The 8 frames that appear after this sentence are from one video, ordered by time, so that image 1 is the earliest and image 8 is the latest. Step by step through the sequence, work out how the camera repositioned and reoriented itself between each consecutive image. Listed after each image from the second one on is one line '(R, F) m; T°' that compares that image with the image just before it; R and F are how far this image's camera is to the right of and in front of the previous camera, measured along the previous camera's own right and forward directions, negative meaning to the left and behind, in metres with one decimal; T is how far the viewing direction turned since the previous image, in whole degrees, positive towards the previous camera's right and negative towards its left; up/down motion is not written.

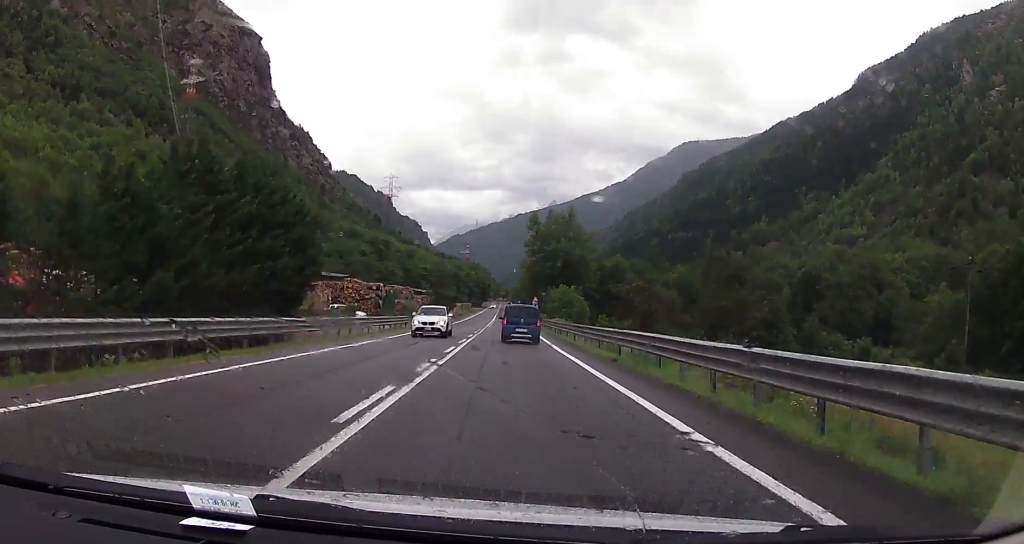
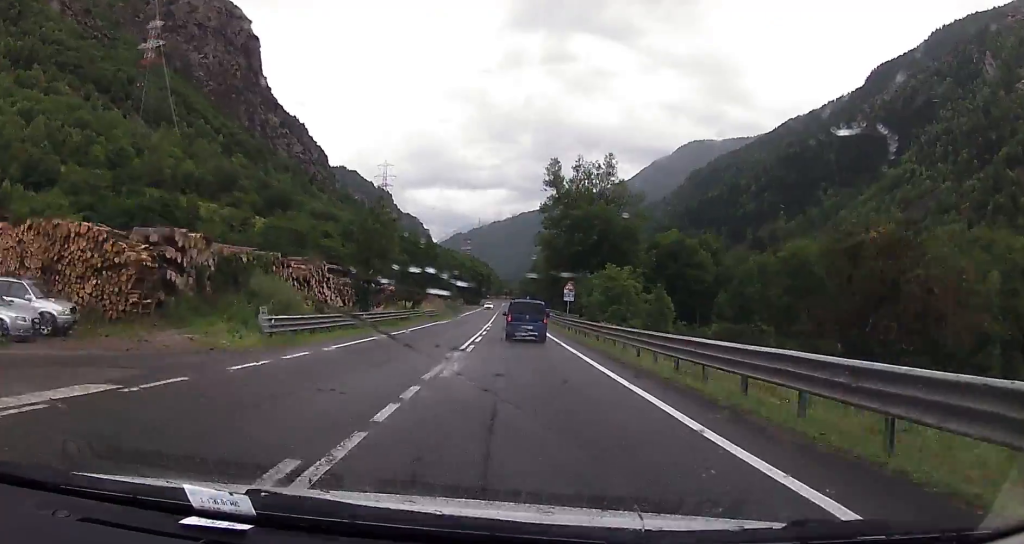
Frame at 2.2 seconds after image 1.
(-0.3, +48.0) m; -1°
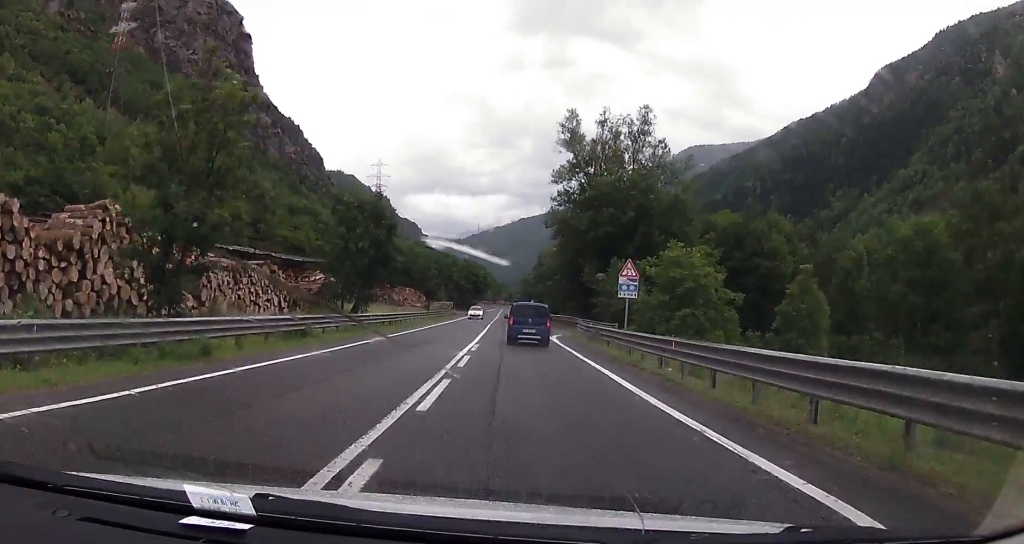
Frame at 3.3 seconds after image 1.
(-0.1, +25.0) m; 0°
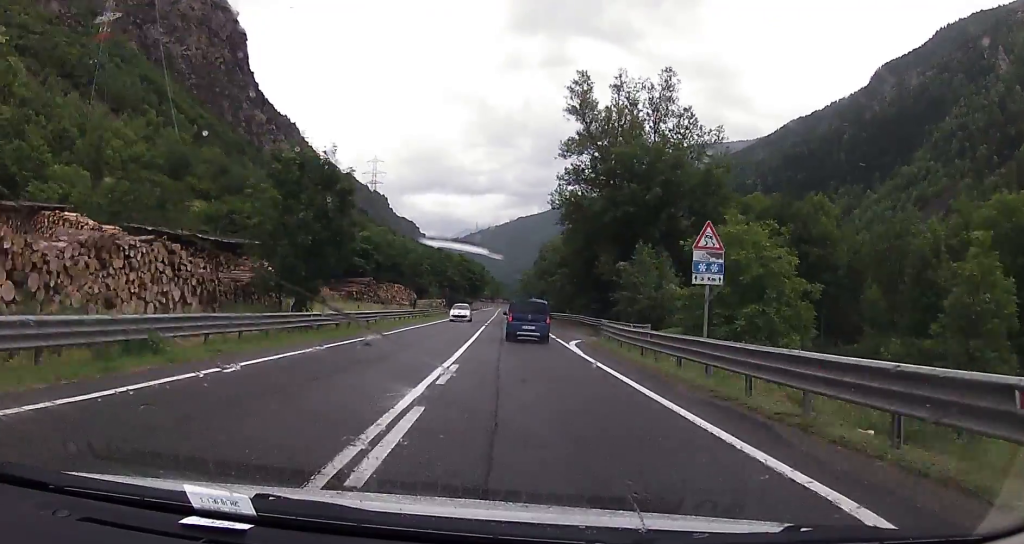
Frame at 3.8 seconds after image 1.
(0.0, +11.0) m; 0°
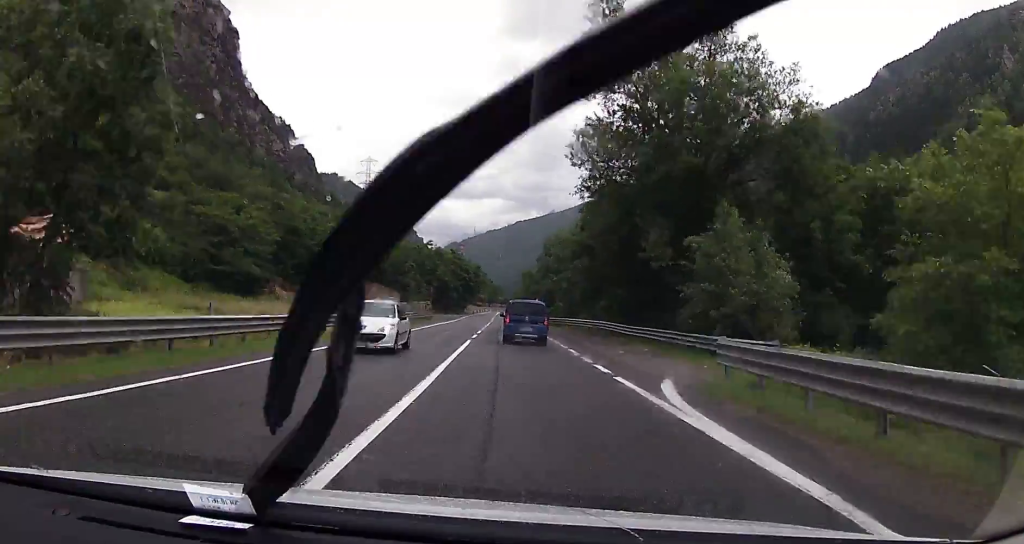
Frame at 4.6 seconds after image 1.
(0.0, +17.6) m; +1°
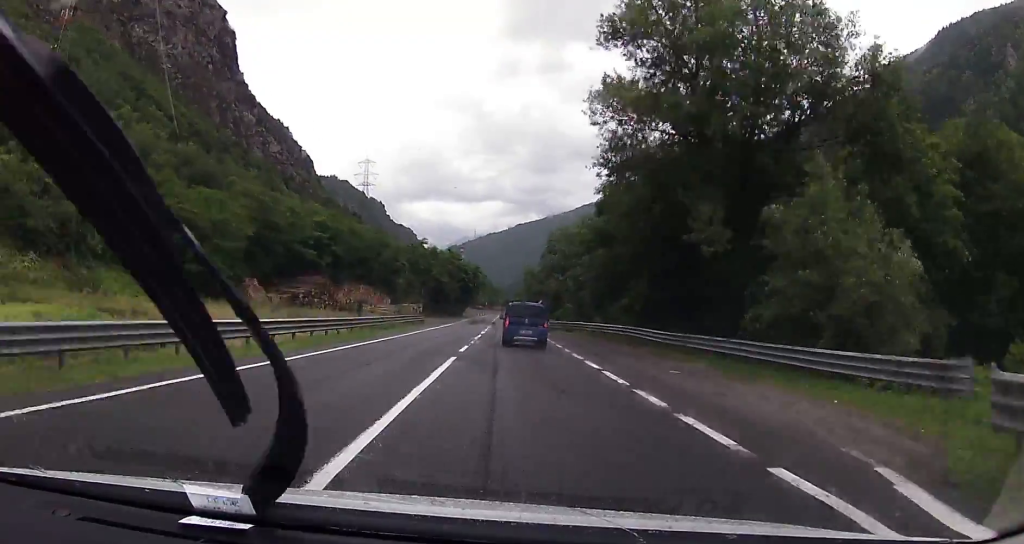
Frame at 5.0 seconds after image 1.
(+0.2, +8.7) m; 0°
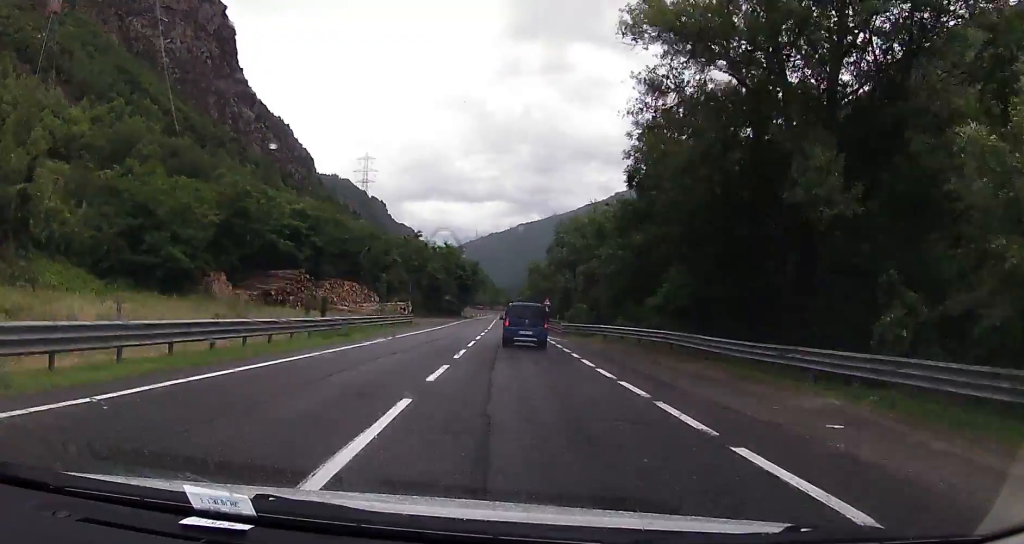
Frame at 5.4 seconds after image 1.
(+0.2, +9.4) m; 0°
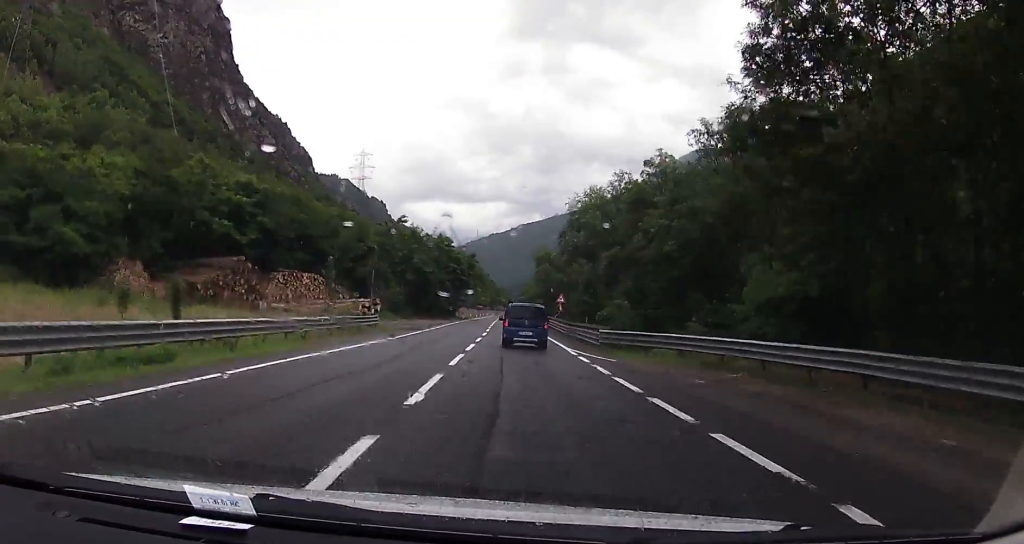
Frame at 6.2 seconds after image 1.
(-0.2, +16.5) m; -1°
